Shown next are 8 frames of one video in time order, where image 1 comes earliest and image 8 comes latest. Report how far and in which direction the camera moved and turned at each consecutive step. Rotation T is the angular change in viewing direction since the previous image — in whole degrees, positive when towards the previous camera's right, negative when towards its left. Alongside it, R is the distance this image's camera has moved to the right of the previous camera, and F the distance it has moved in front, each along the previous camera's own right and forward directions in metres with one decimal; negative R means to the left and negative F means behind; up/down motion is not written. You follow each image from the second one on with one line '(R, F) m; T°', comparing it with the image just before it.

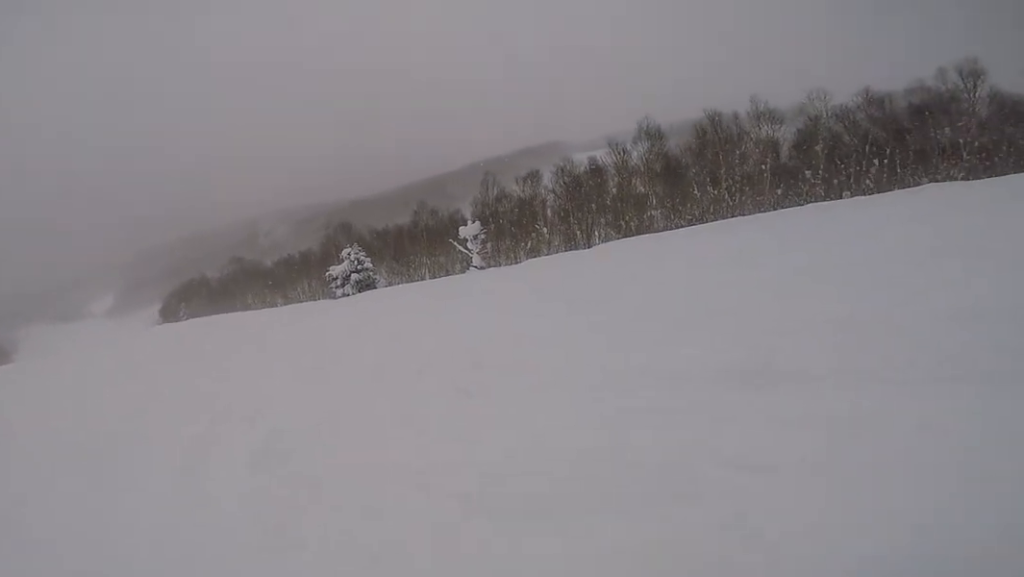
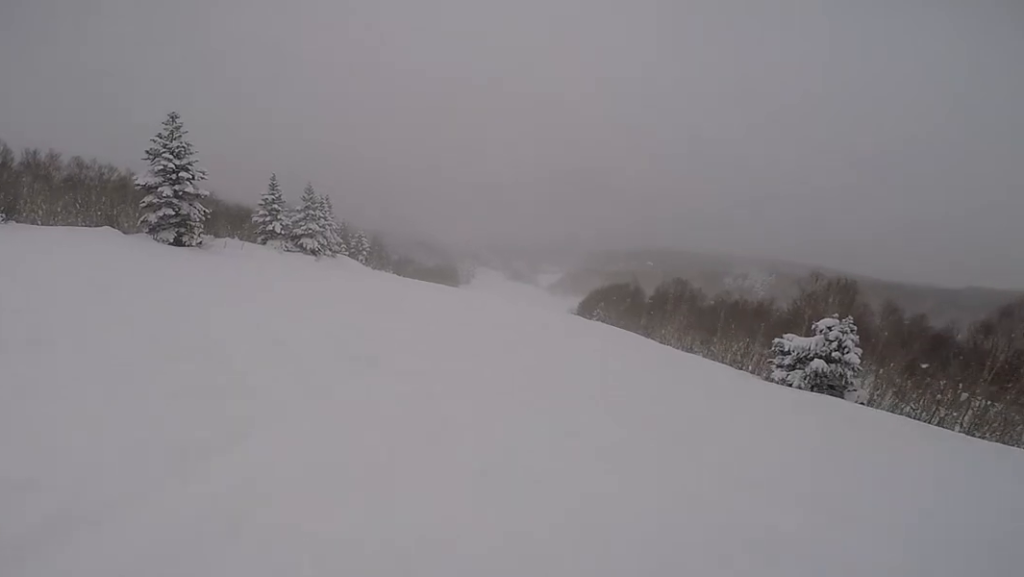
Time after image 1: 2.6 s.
(-3.3, +10.0) m; -45°
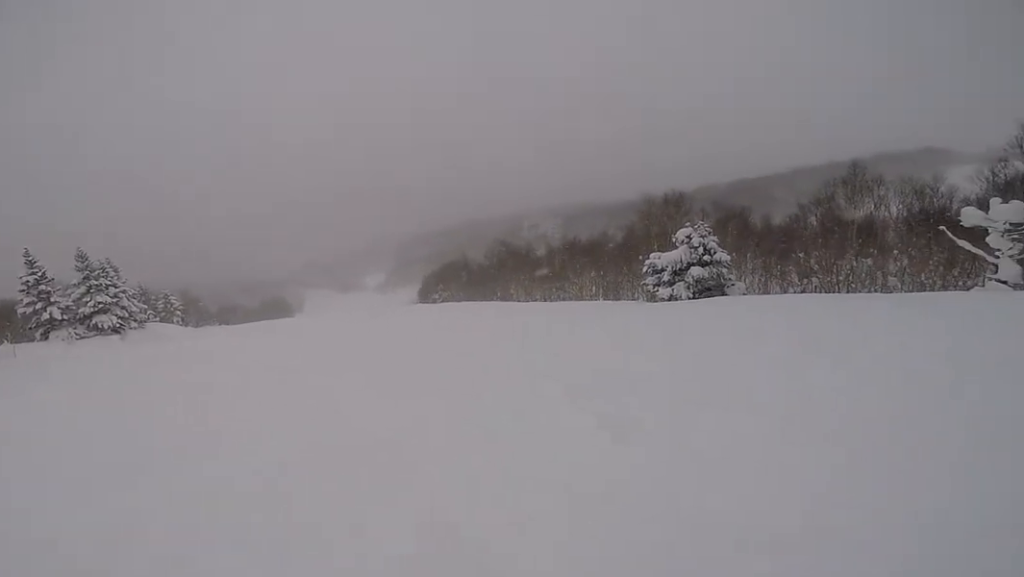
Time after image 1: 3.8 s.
(-0.2, +6.1) m; -4°
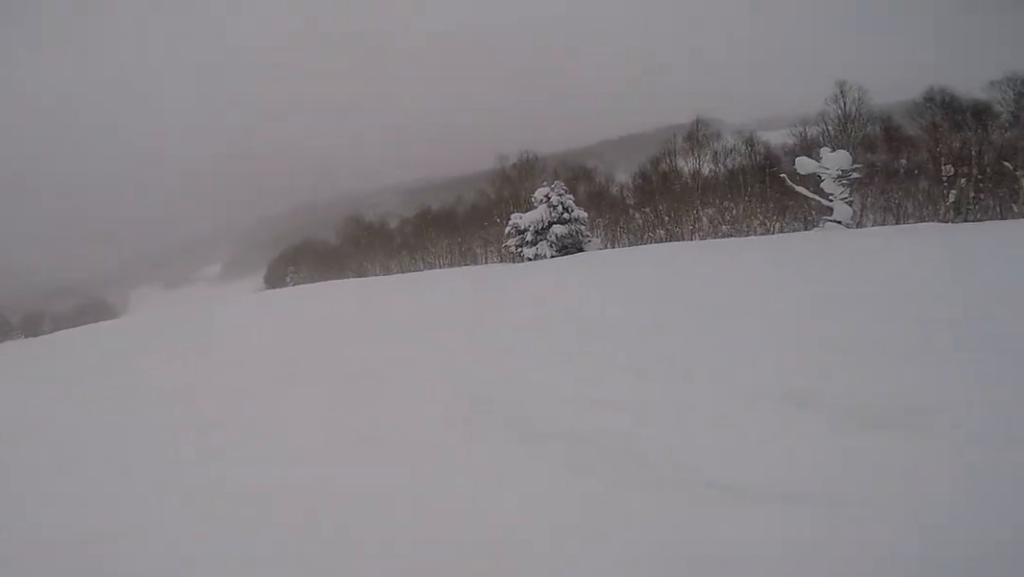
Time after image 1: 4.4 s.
(-0.2, +3.1) m; +12°
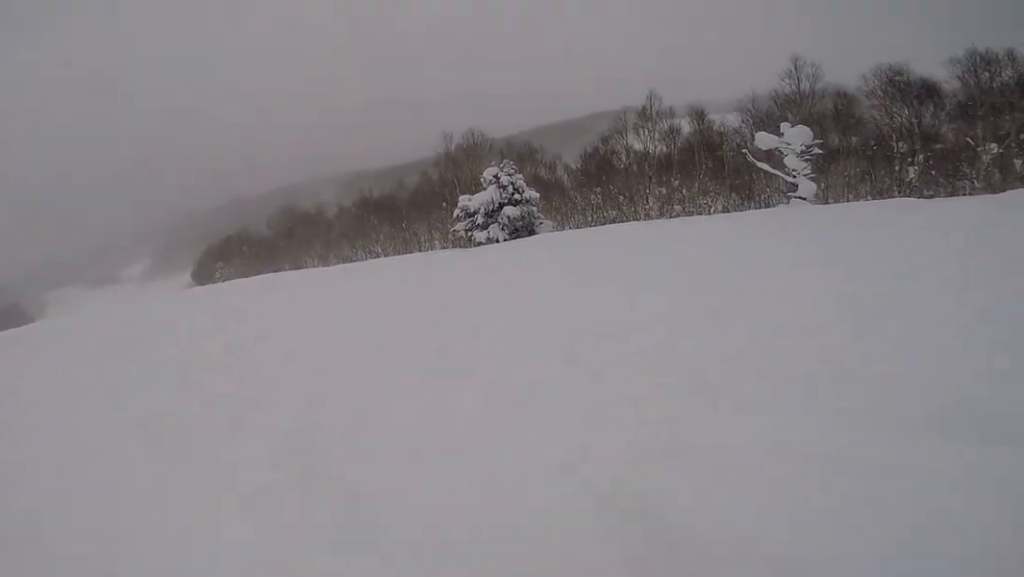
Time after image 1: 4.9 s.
(-0.7, +2.5) m; +11°
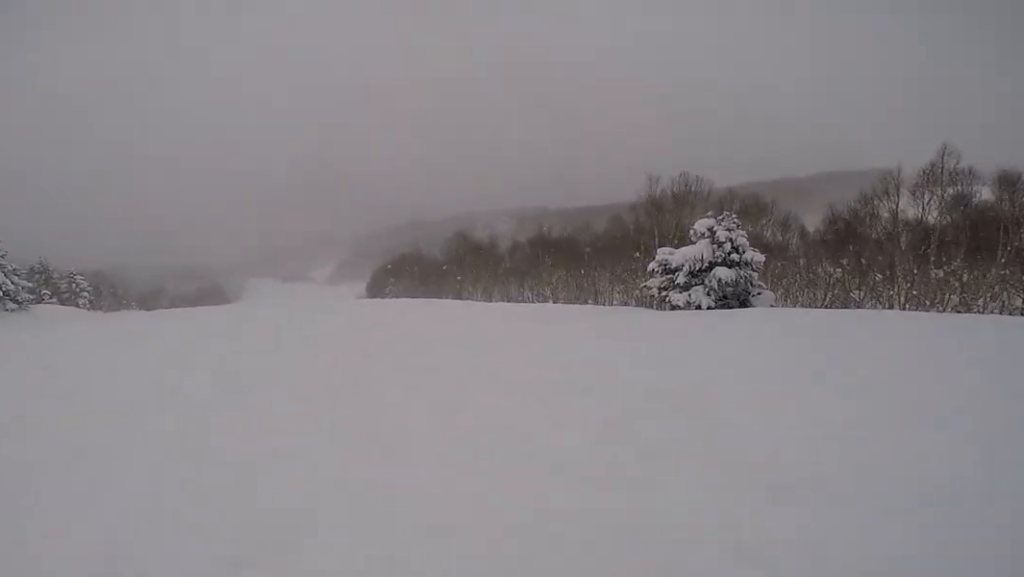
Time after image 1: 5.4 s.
(+1.1, +2.3) m; -1°
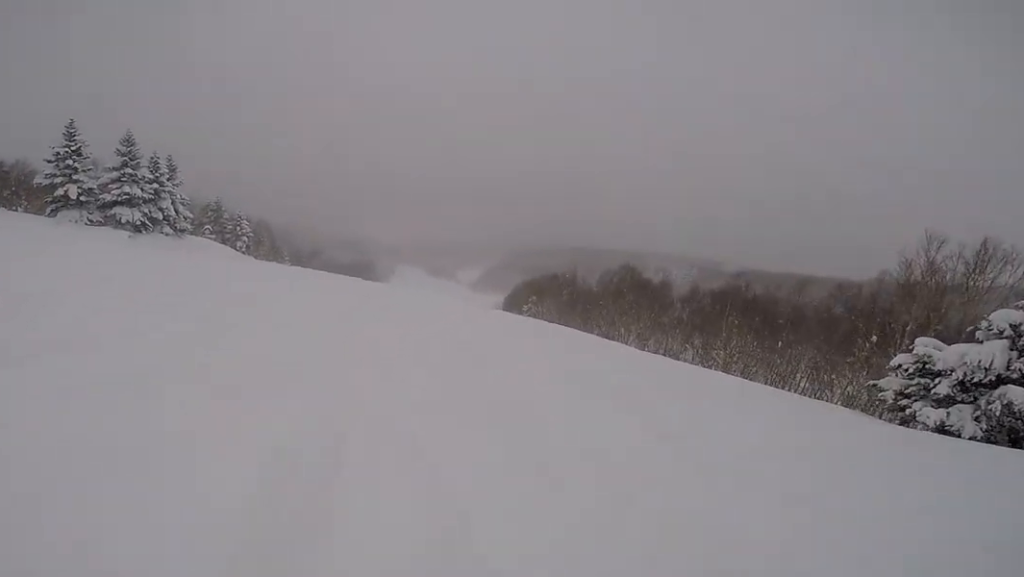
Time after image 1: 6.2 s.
(+0.5, +4.3) m; -11°
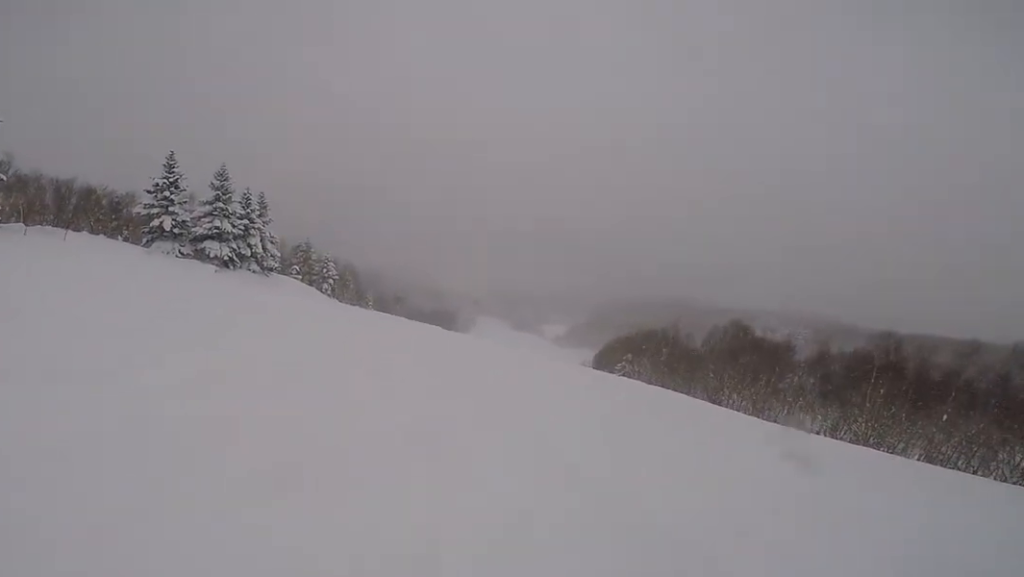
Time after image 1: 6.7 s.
(-0.9, +2.4) m; -13°
